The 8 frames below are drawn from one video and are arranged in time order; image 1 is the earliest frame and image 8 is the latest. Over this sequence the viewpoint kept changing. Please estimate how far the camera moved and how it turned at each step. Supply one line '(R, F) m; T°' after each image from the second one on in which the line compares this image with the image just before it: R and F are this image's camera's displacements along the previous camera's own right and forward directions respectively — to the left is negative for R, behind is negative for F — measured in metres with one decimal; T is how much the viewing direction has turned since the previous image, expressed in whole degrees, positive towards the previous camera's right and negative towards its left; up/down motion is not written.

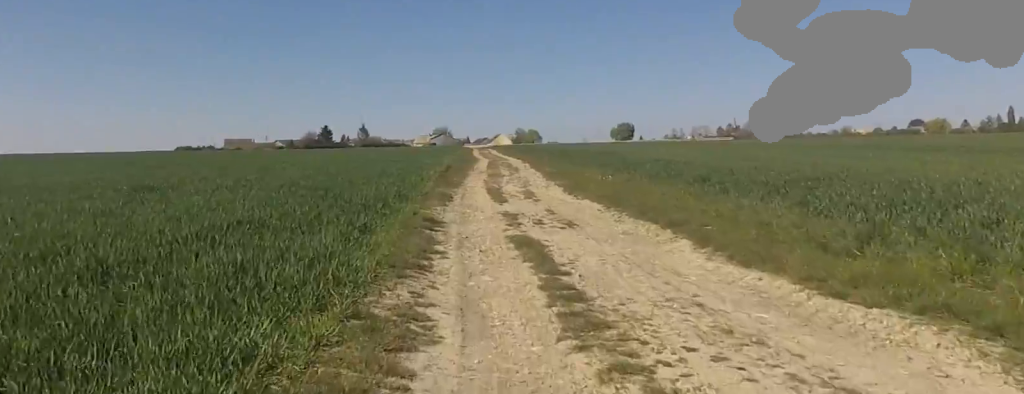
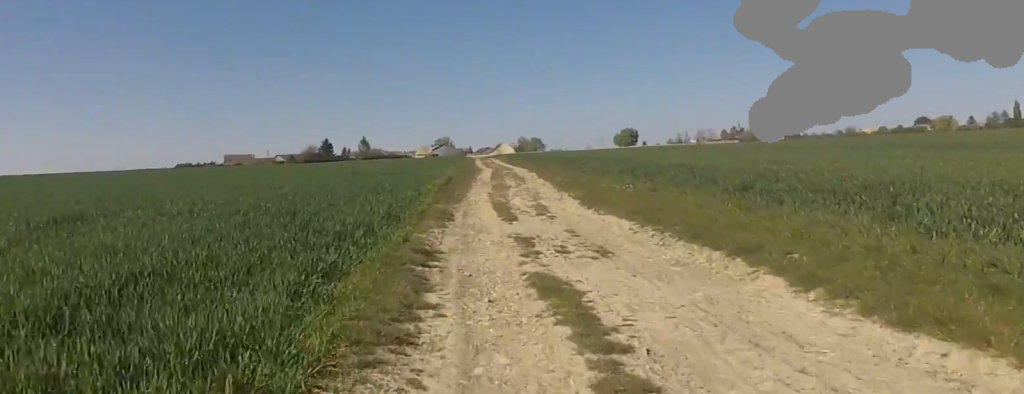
(-0.4, +2.4) m; -1°
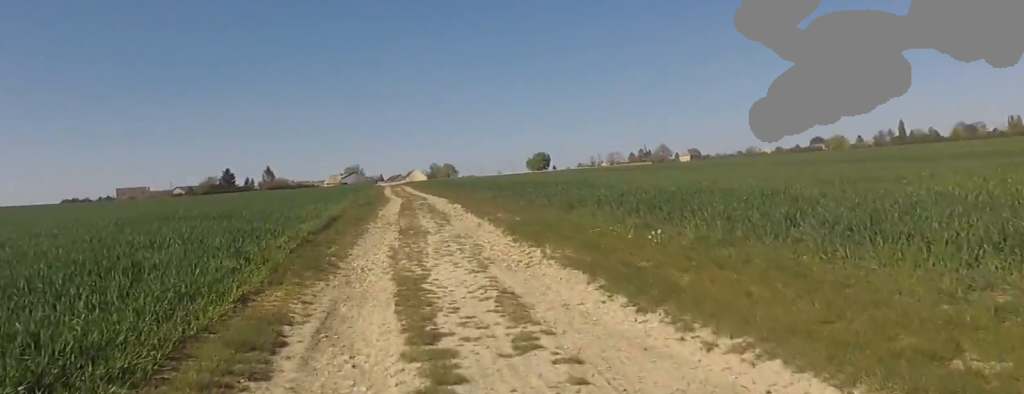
(+0.9, +9.7) m; +10°
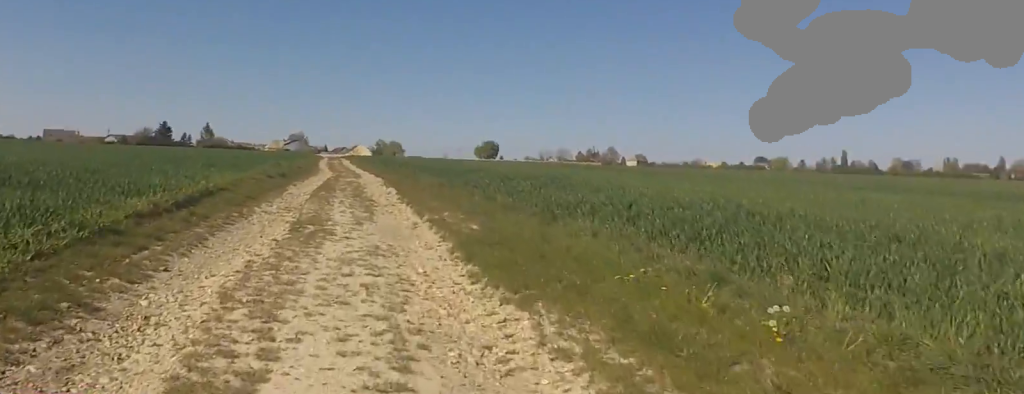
(+0.2, +5.4) m; -2°
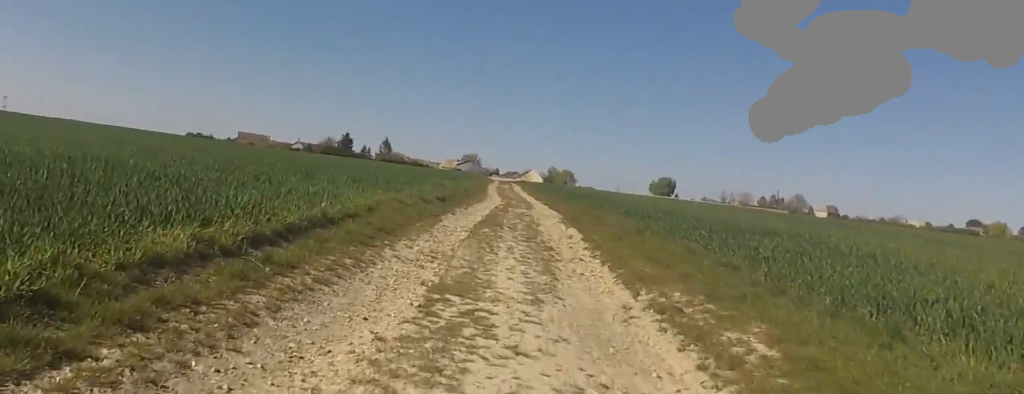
(0.0, +4.2) m; -6°
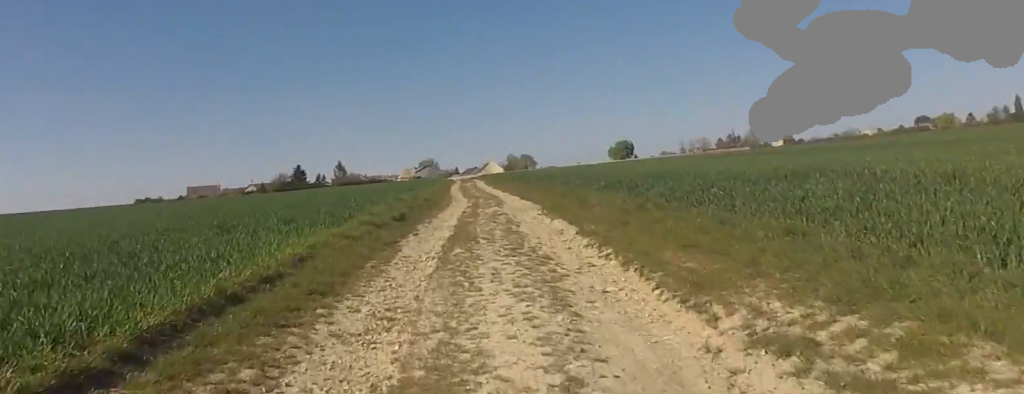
(-0.6, +2.9) m; -2°
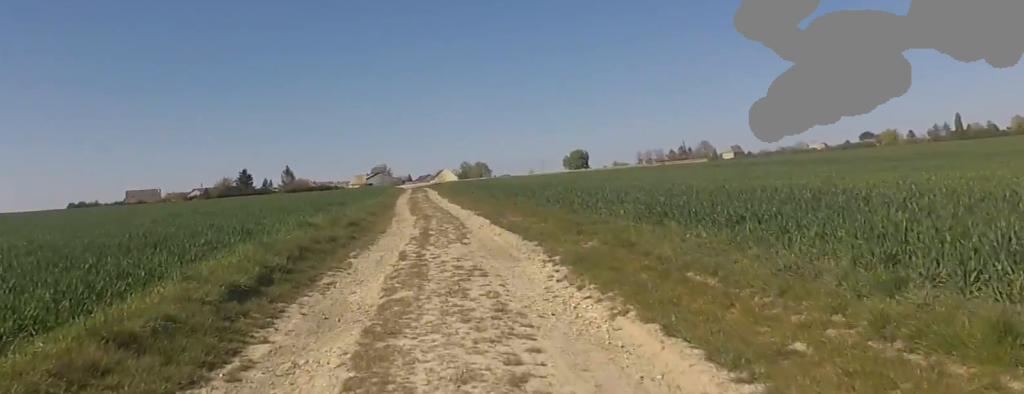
(+1.6, +9.1) m; +12°
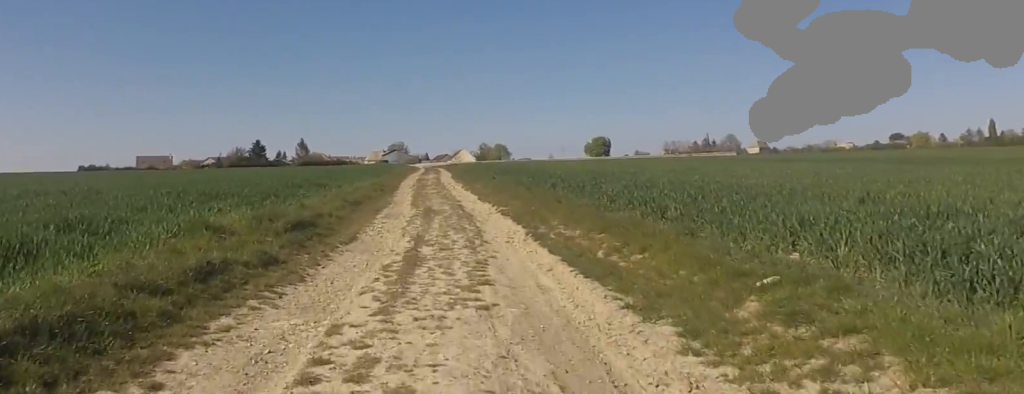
(-0.6, +7.3) m; -9°
